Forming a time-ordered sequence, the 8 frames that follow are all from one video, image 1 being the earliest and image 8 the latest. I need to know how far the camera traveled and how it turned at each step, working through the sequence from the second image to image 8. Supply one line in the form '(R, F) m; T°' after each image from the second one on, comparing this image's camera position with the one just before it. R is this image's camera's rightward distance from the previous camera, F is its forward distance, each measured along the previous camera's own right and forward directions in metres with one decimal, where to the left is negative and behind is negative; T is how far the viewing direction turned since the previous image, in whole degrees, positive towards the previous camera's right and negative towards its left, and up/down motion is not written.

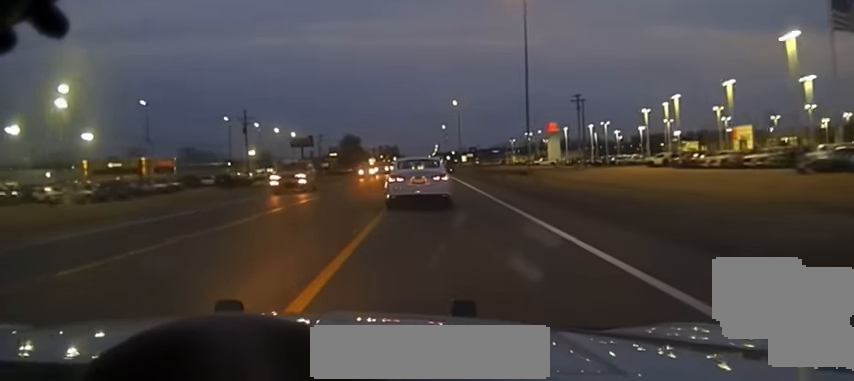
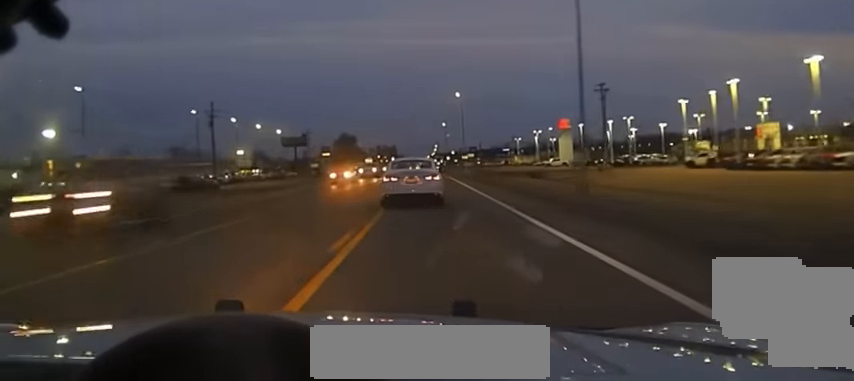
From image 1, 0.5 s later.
(+0.2, +17.5) m; 0°
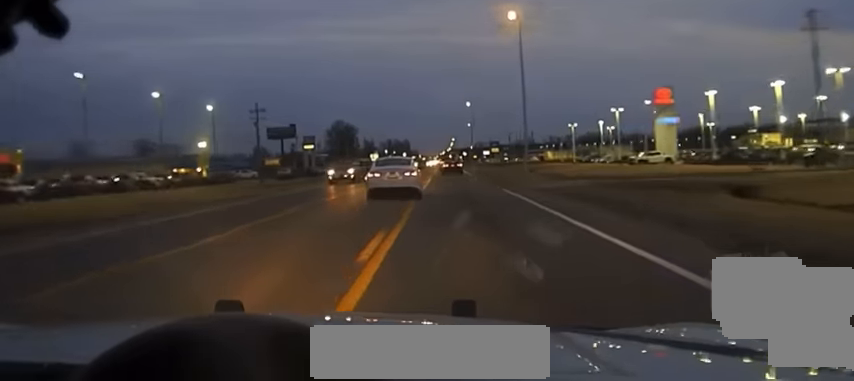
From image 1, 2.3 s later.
(+0.2, +61.5) m; 0°
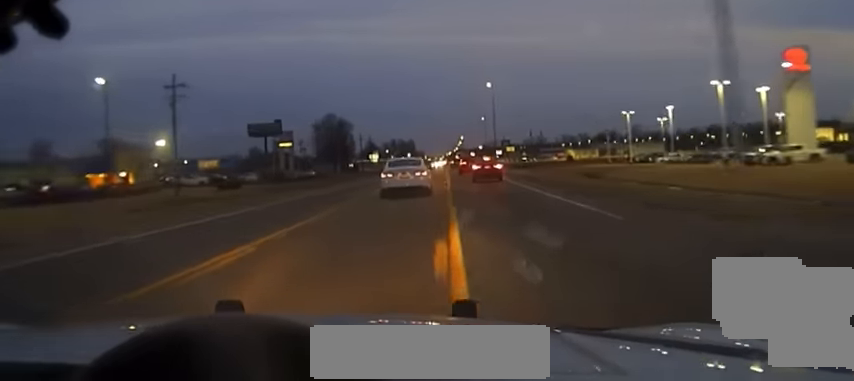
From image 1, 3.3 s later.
(-0.3, +38.0) m; -1°
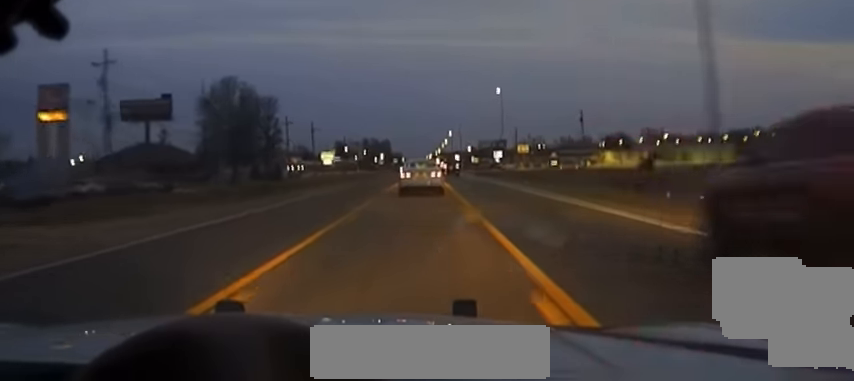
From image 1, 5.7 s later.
(+0.3, +88.7) m; +1°
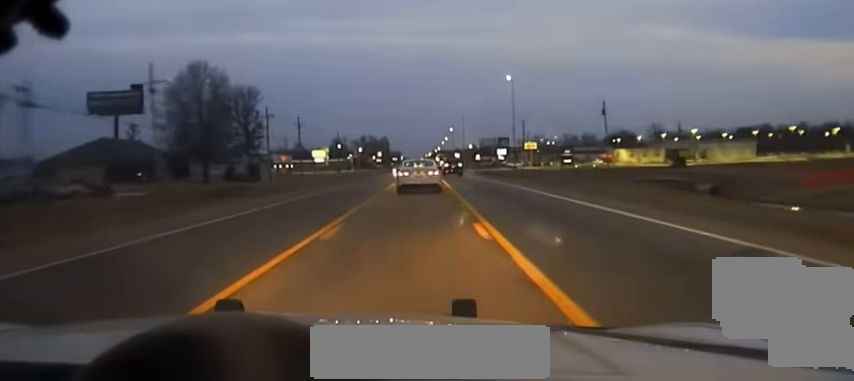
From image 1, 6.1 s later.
(0.0, +15.6) m; 0°
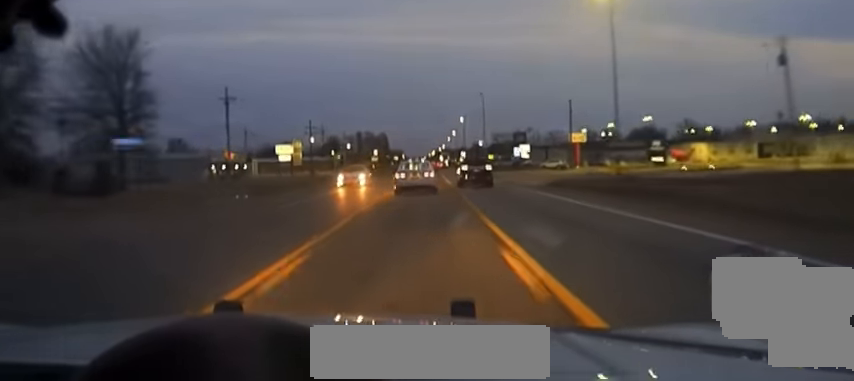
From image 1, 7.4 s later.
(0.0, +53.1) m; 0°
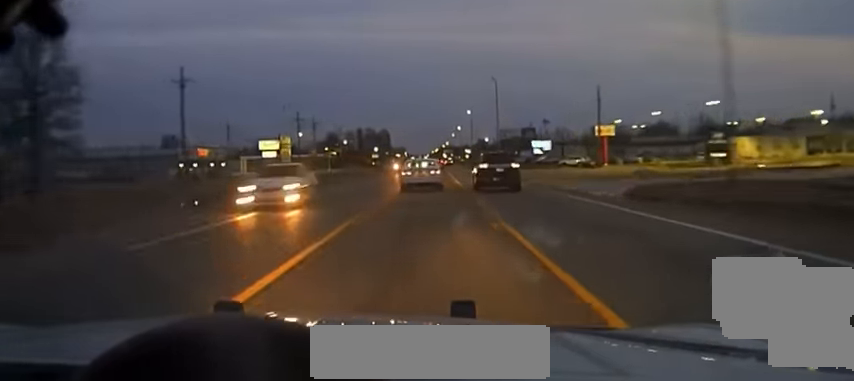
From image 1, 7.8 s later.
(0.0, +18.2) m; 0°
